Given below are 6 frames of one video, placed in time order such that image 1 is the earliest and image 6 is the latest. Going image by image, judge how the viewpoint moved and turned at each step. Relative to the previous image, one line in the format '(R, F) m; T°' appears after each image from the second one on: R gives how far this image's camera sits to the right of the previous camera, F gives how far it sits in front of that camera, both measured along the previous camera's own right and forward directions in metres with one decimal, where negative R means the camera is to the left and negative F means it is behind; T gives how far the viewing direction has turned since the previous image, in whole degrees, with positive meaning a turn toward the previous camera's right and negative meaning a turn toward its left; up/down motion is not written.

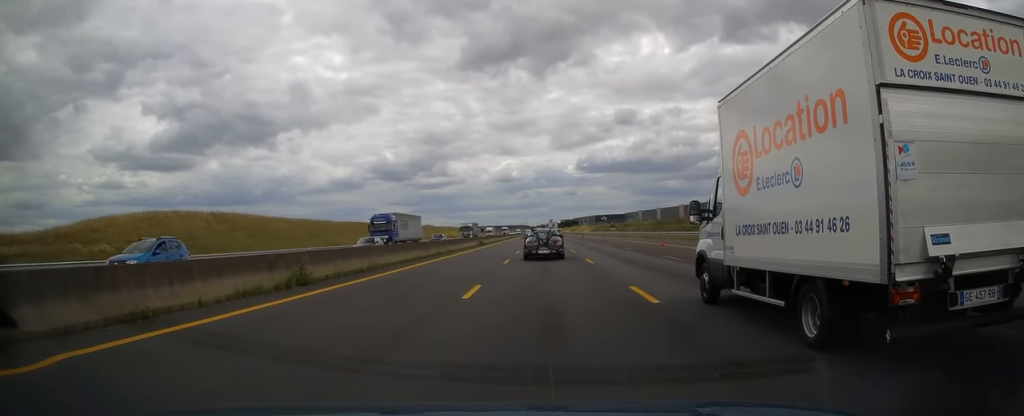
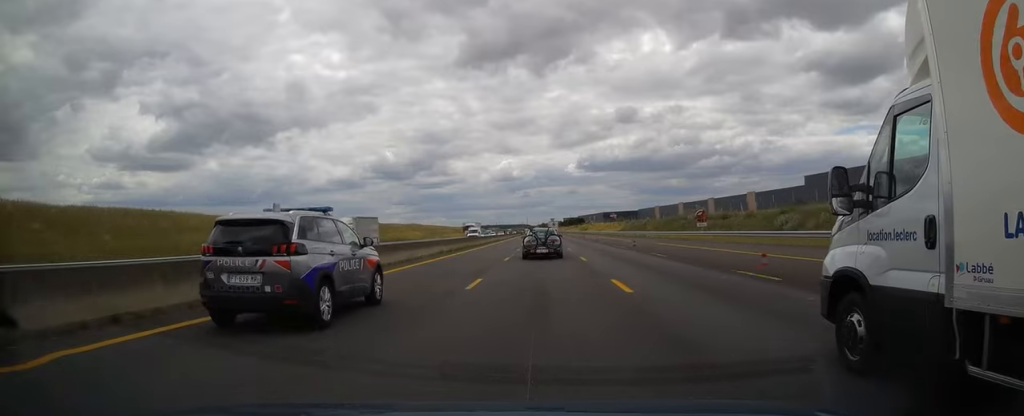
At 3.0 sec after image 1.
(+0.1, +76.2) m; 0°
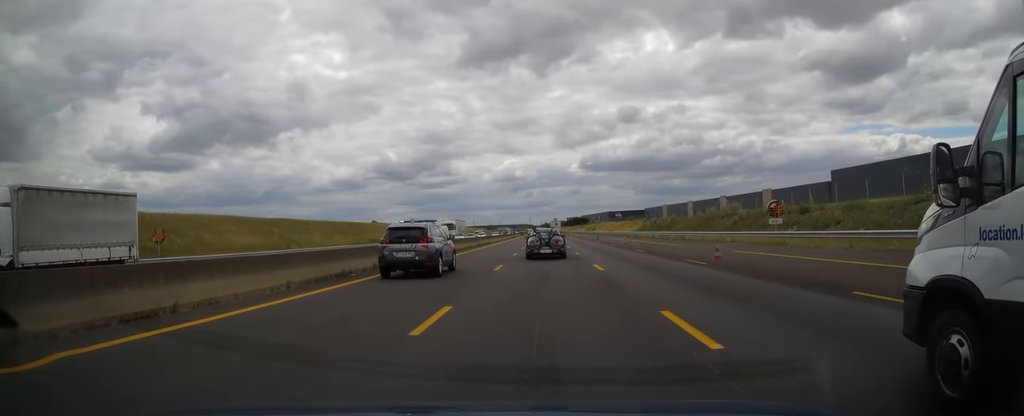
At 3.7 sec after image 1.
(-0.1, +19.4) m; 0°
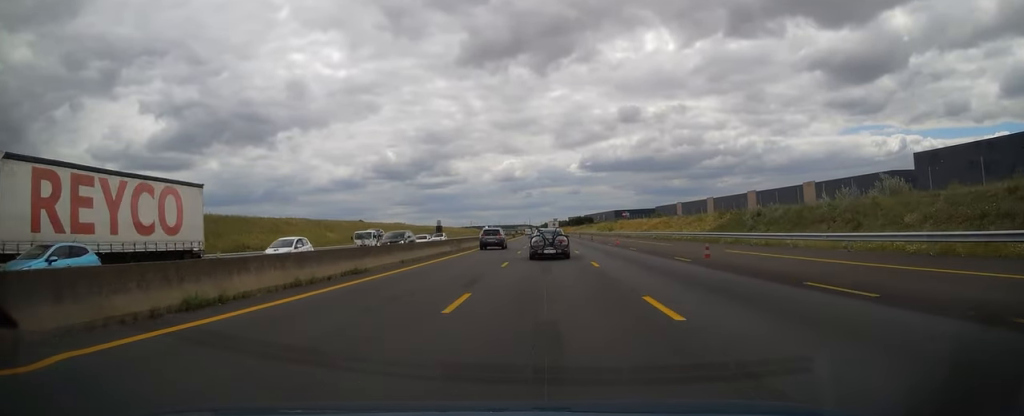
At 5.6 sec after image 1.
(+0.2, +49.8) m; 0°
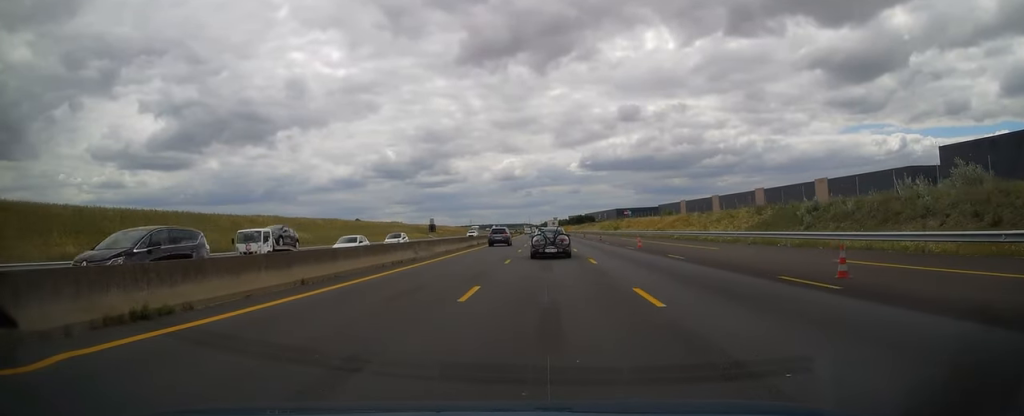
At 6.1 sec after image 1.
(0.0, +11.6) m; 0°
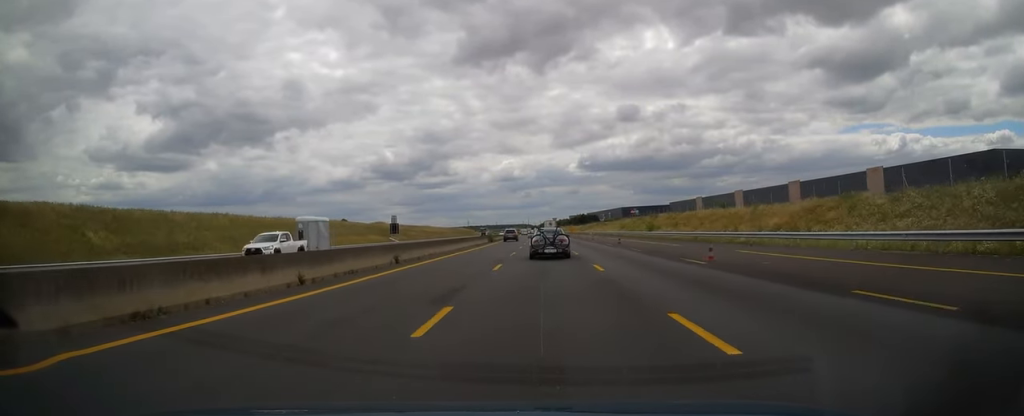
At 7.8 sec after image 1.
(-0.1, +43.0) m; 0°
